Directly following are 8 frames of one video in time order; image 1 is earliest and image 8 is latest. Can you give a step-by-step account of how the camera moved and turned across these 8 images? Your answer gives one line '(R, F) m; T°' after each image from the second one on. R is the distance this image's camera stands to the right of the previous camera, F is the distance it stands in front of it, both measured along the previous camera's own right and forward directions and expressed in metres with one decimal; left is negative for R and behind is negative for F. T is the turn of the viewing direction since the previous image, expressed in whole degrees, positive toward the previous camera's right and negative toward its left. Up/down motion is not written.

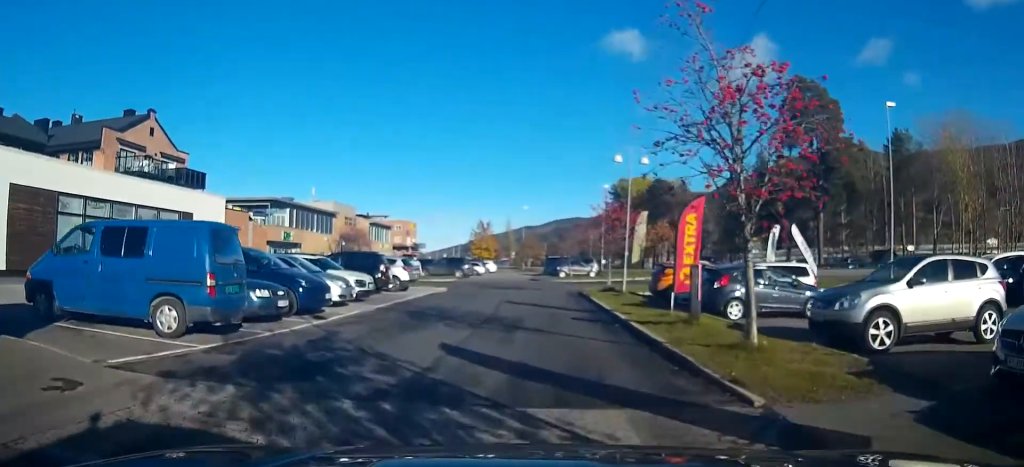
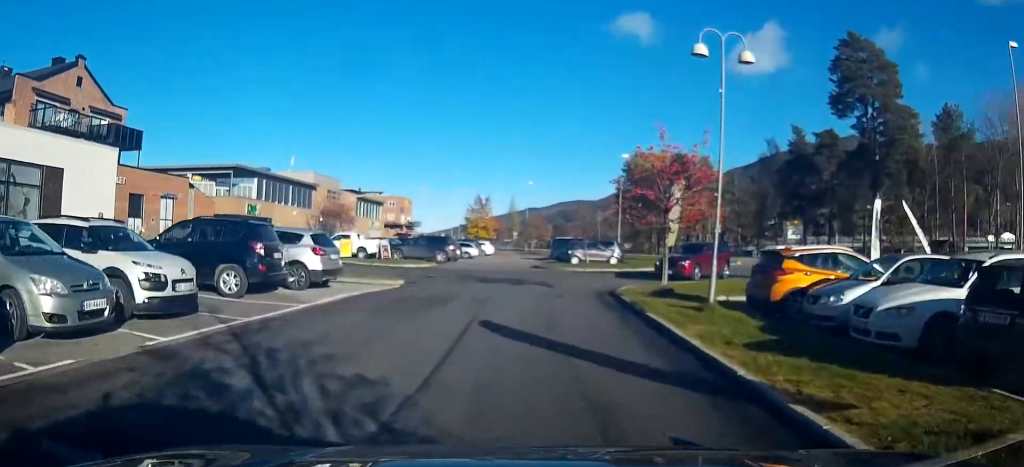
(-0.1, +12.0) m; +1°
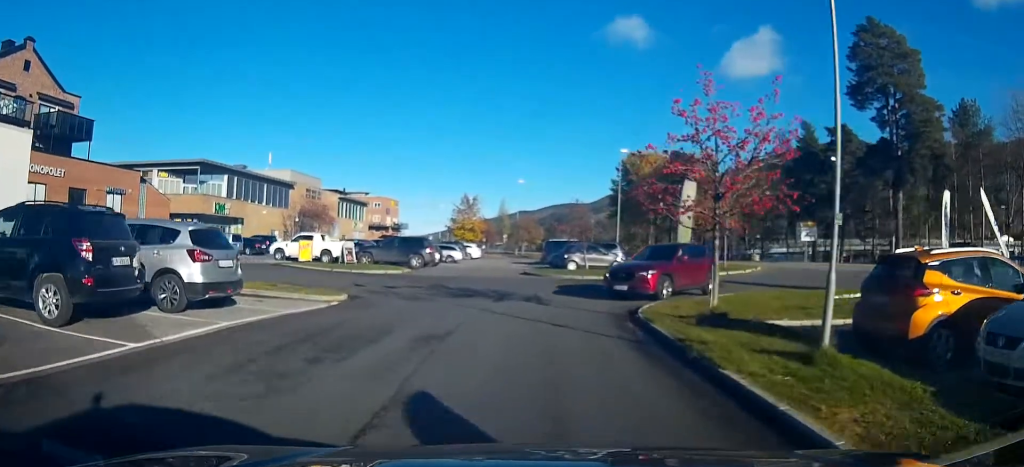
(+0.2, +5.4) m; +3°
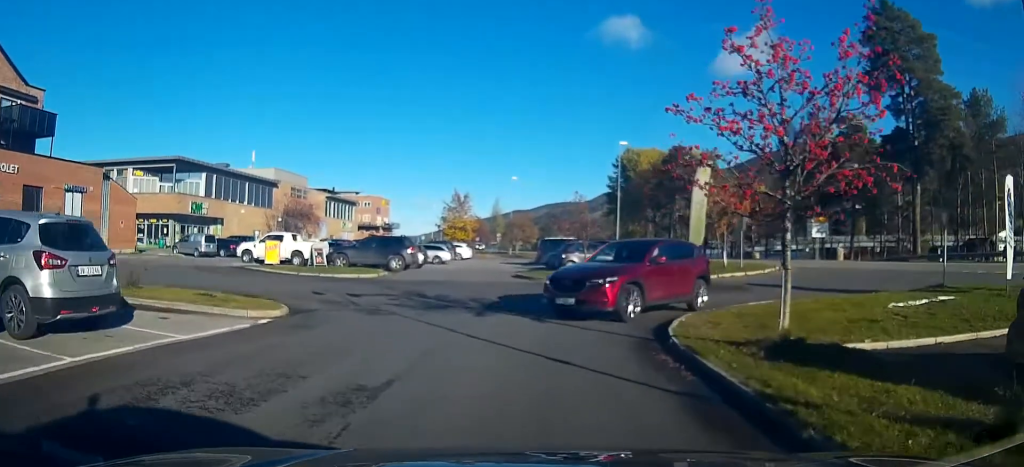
(+0.1, +3.7) m; 0°
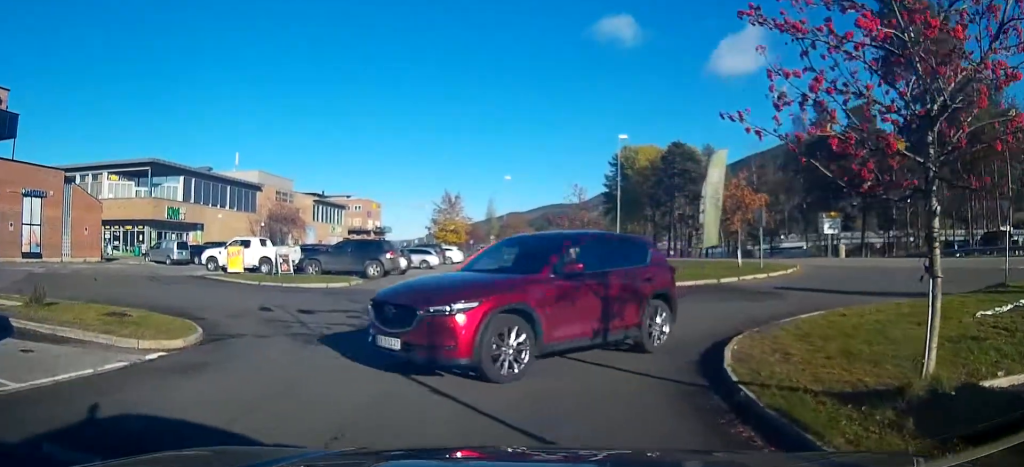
(-0.1, +4.3) m; -3°
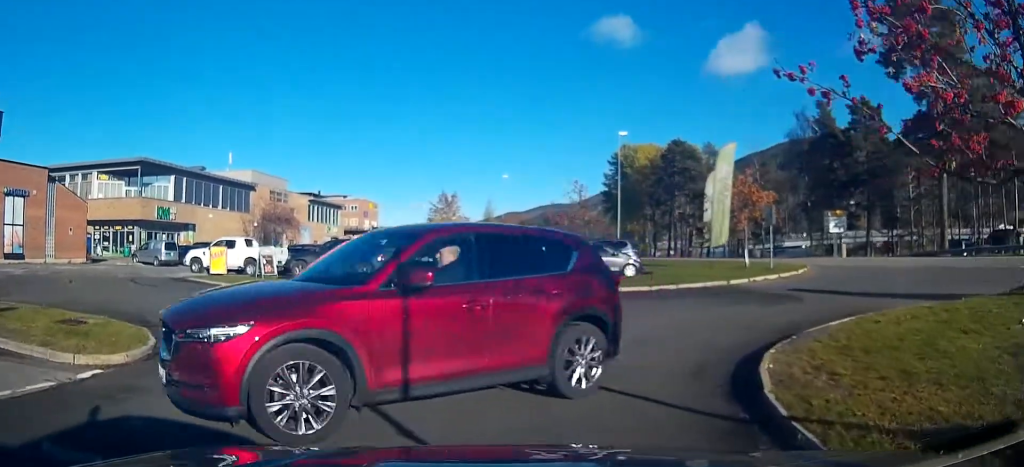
(-0.1, +2.2) m; -2°
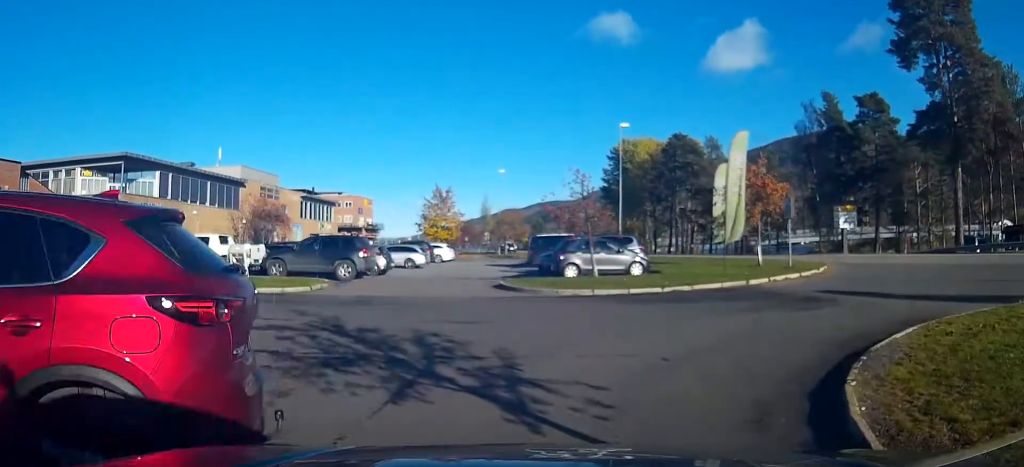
(-0.1, +3.4) m; -1°
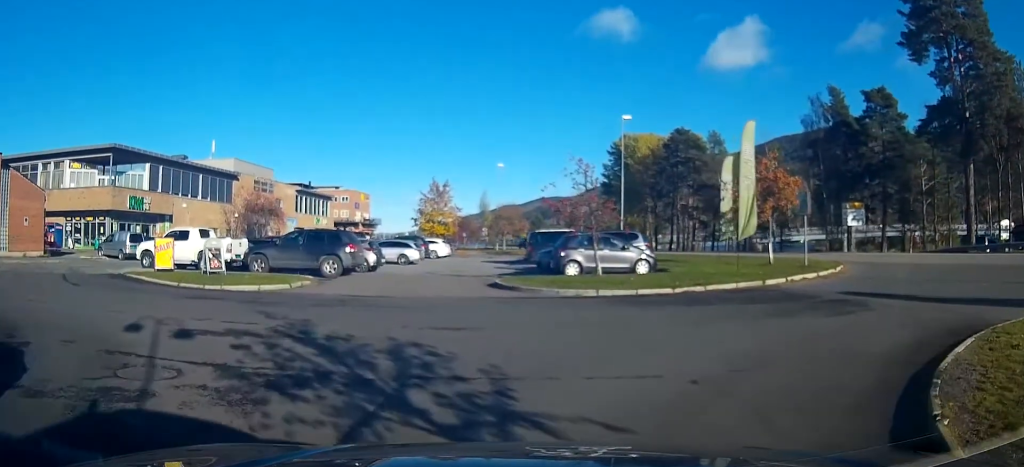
(0.0, +2.2) m; 0°
